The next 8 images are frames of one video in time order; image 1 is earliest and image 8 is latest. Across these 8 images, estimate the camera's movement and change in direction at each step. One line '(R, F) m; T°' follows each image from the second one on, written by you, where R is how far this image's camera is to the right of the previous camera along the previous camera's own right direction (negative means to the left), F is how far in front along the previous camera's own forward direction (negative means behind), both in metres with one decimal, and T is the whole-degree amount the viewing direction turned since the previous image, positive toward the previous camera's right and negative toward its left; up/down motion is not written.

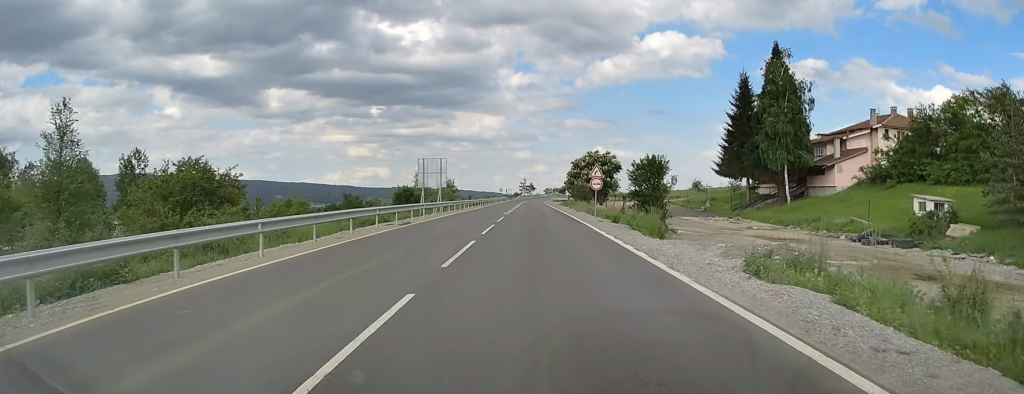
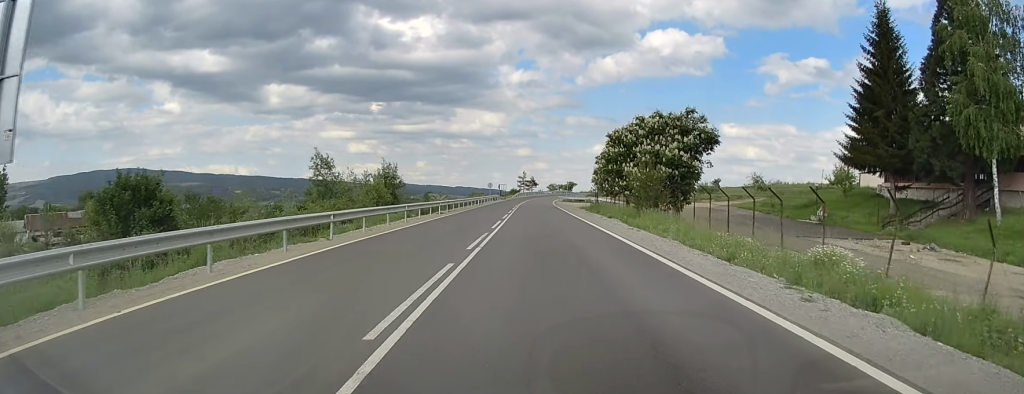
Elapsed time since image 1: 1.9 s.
(-0.1, +43.4) m; 0°
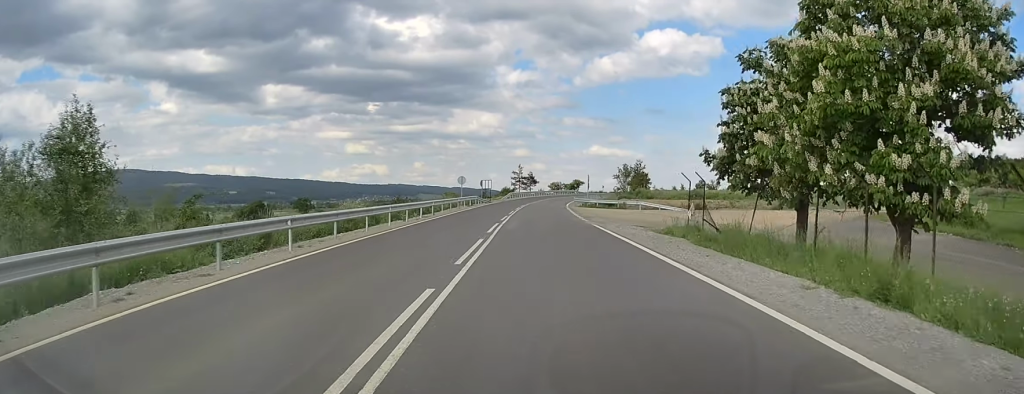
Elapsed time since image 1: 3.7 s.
(+0.2, +40.3) m; 0°
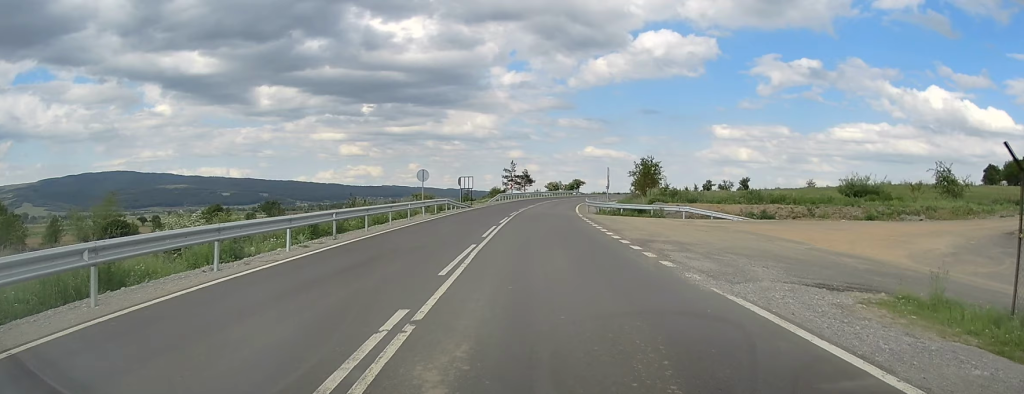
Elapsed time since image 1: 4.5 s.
(-0.2, +19.7) m; 0°
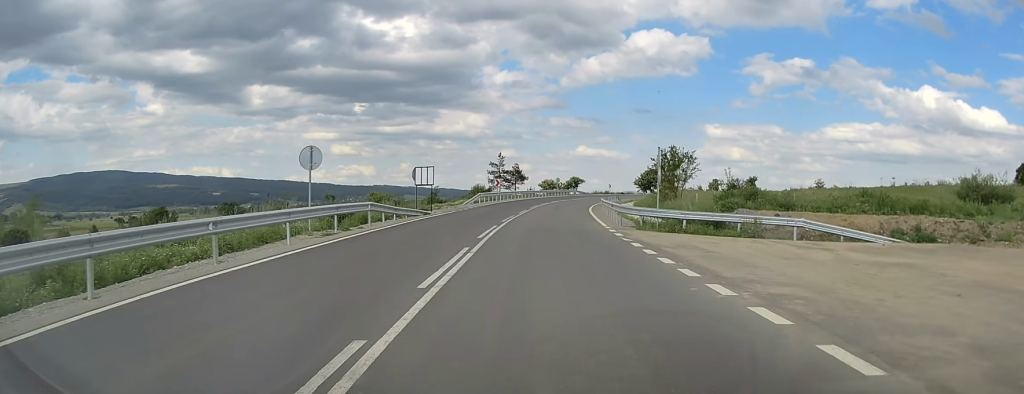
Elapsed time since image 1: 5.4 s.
(0.0, +19.9) m; +1°
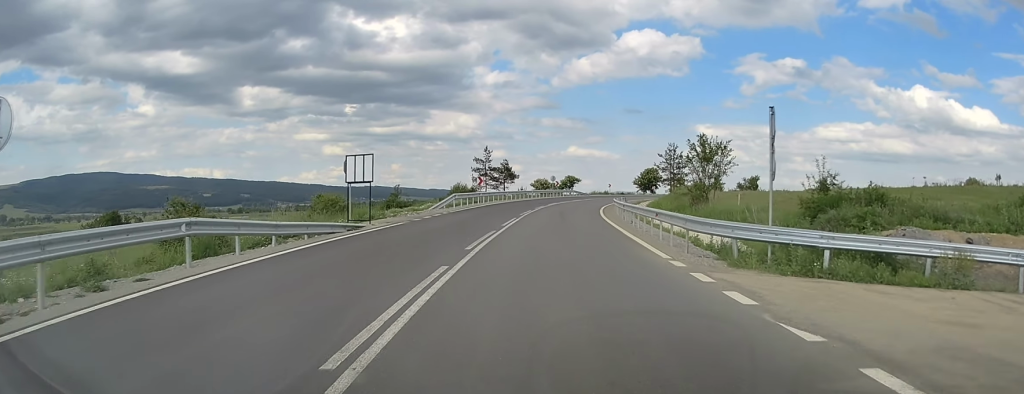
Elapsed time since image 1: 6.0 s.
(+0.2, +13.0) m; +1°
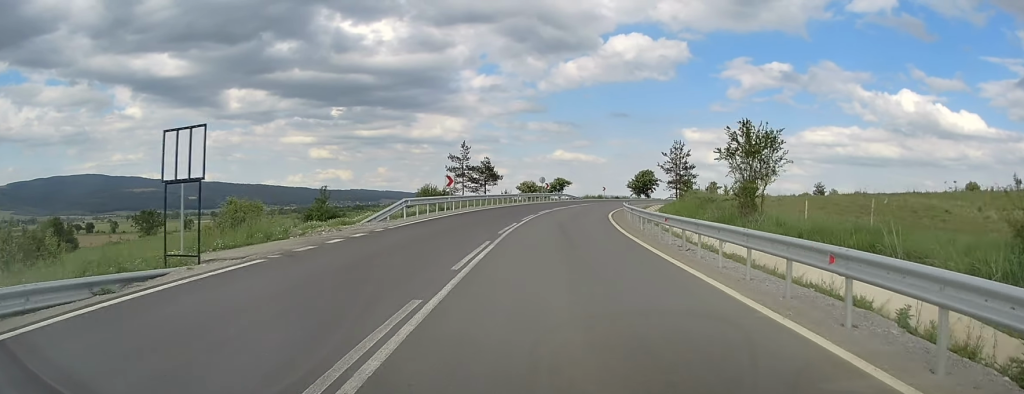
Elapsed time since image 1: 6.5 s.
(+0.1, +12.3) m; +1°
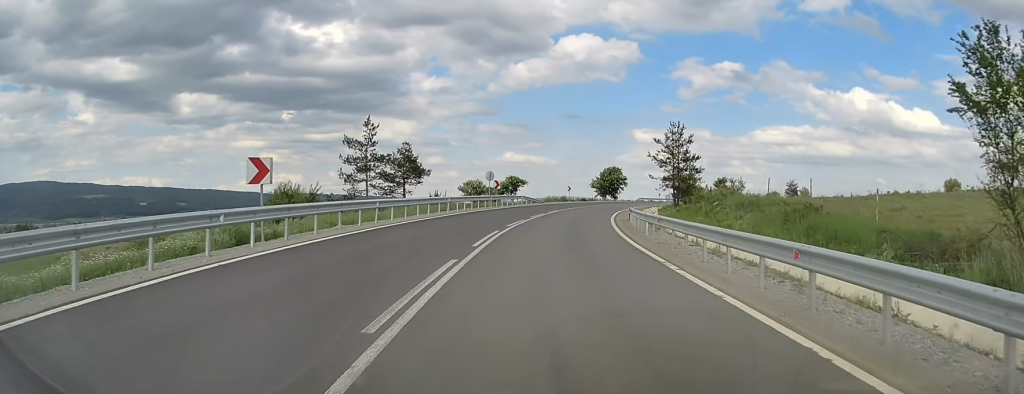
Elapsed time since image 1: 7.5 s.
(+0.3, +23.1) m; +3°
